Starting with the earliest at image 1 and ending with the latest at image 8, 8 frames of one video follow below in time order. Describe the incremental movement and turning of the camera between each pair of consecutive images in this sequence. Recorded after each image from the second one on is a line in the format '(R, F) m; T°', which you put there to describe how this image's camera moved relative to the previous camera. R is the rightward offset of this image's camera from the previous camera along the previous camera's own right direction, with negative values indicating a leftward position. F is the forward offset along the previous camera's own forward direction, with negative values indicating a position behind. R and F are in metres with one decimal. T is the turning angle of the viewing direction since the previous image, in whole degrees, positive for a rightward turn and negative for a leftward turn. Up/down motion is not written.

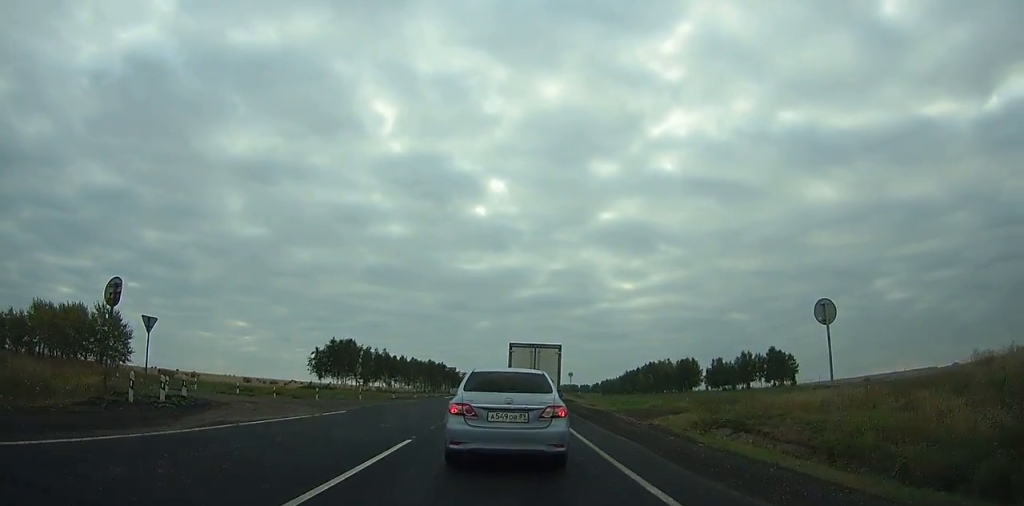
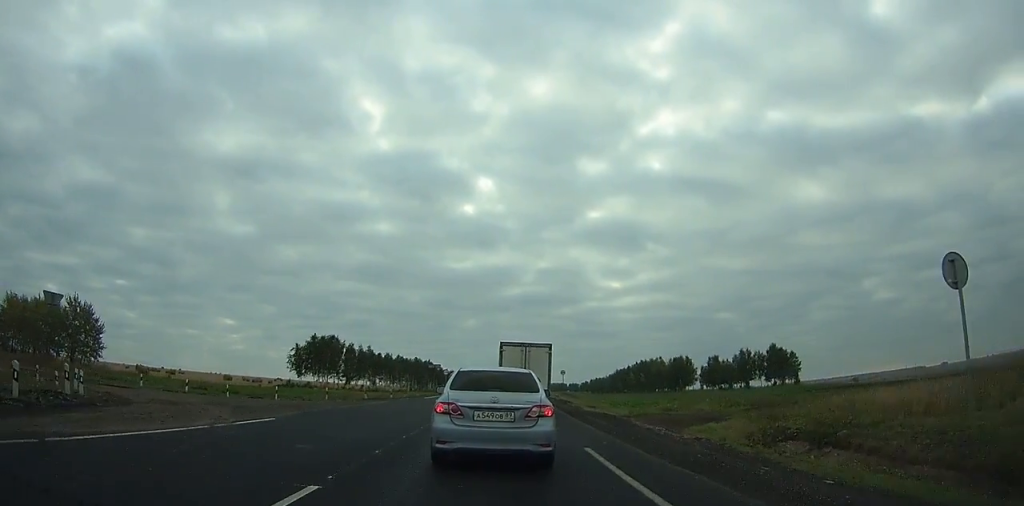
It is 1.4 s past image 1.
(0.0, +5.1) m; +1°
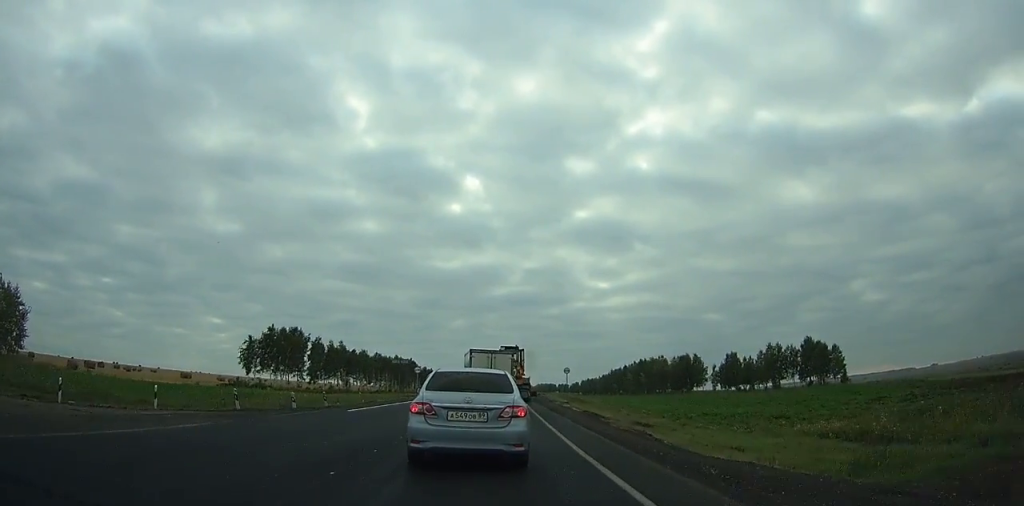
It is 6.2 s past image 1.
(+0.2, +17.7) m; 0°
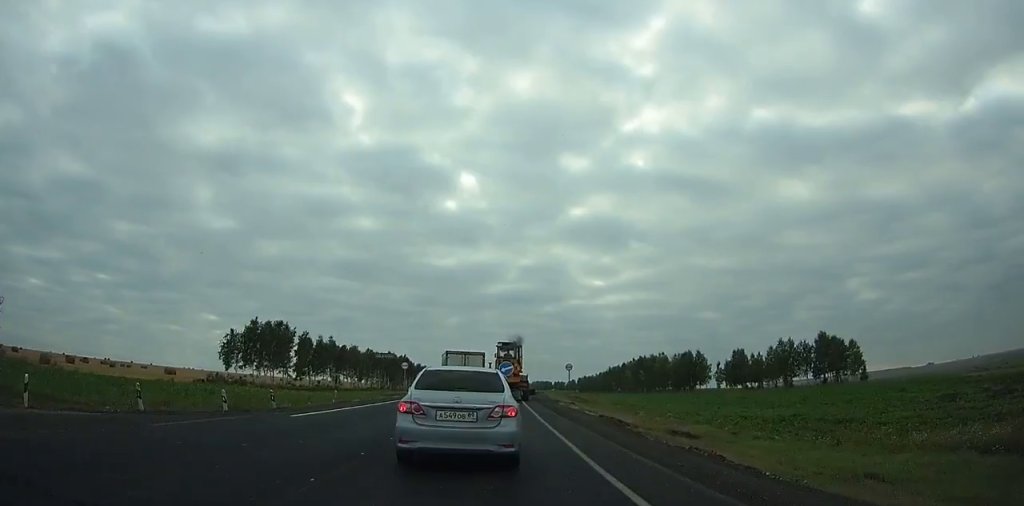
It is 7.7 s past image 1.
(0.0, +5.6) m; 0°
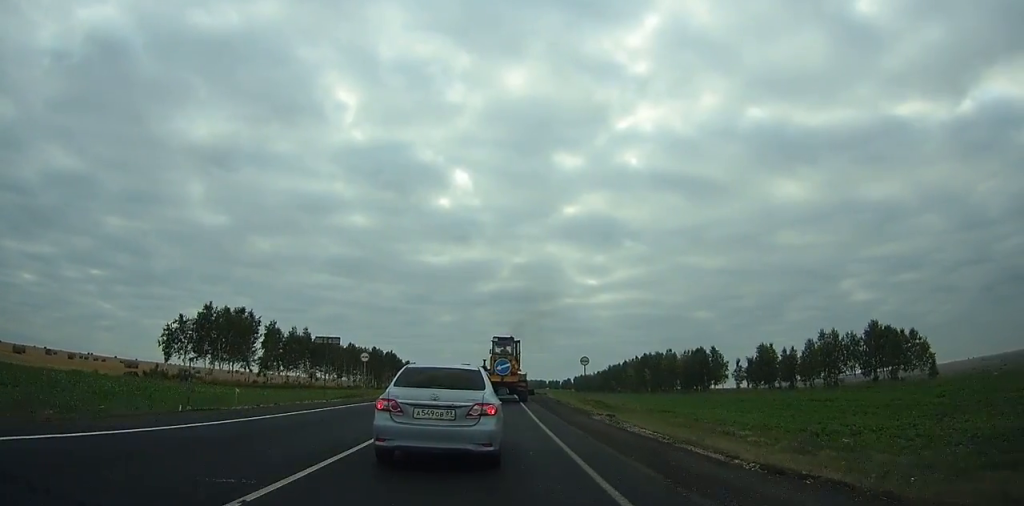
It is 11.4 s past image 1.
(+0.1, +14.4) m; +1°
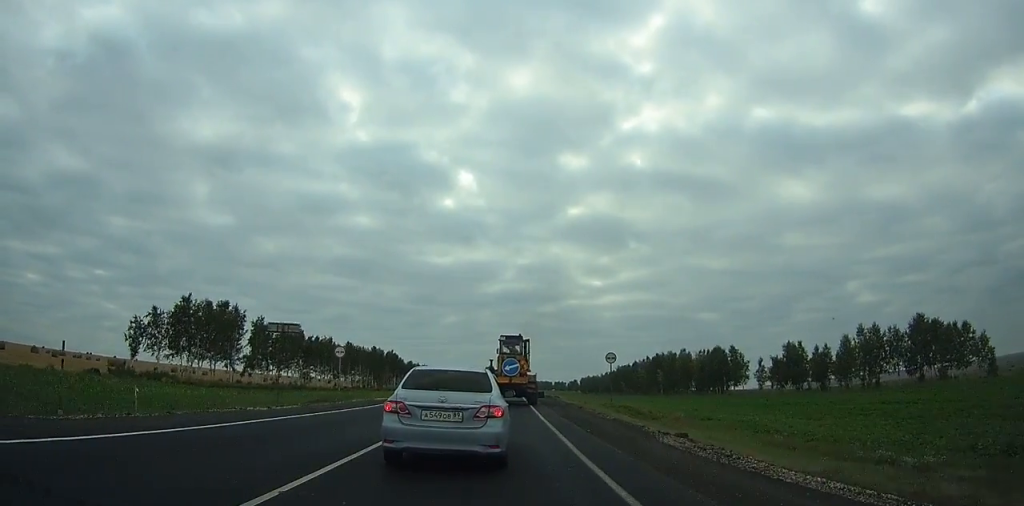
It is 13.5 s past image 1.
(+0.1, +8.9) m; 0°
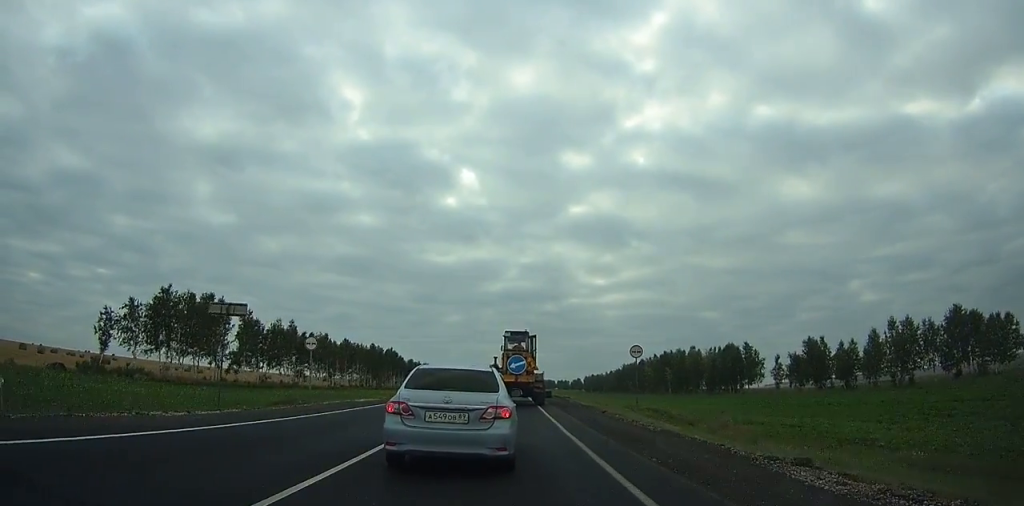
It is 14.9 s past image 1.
(-0.1, +6.8) m; -1°
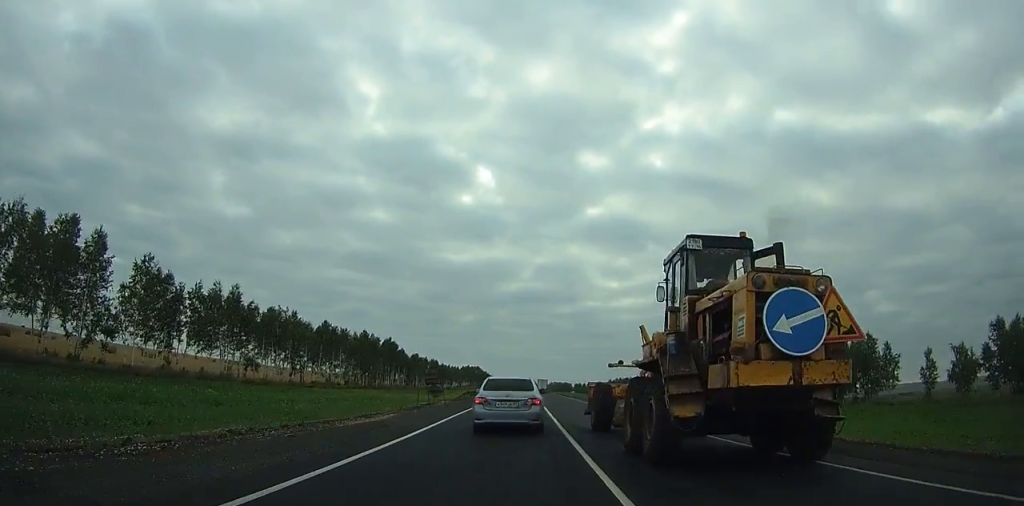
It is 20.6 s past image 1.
(-0.6, +38.8) m; +1°
